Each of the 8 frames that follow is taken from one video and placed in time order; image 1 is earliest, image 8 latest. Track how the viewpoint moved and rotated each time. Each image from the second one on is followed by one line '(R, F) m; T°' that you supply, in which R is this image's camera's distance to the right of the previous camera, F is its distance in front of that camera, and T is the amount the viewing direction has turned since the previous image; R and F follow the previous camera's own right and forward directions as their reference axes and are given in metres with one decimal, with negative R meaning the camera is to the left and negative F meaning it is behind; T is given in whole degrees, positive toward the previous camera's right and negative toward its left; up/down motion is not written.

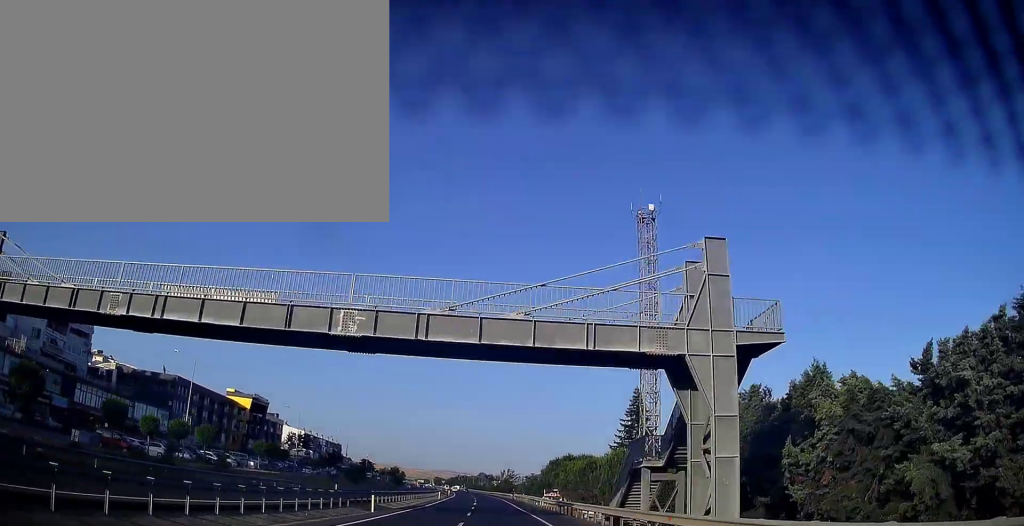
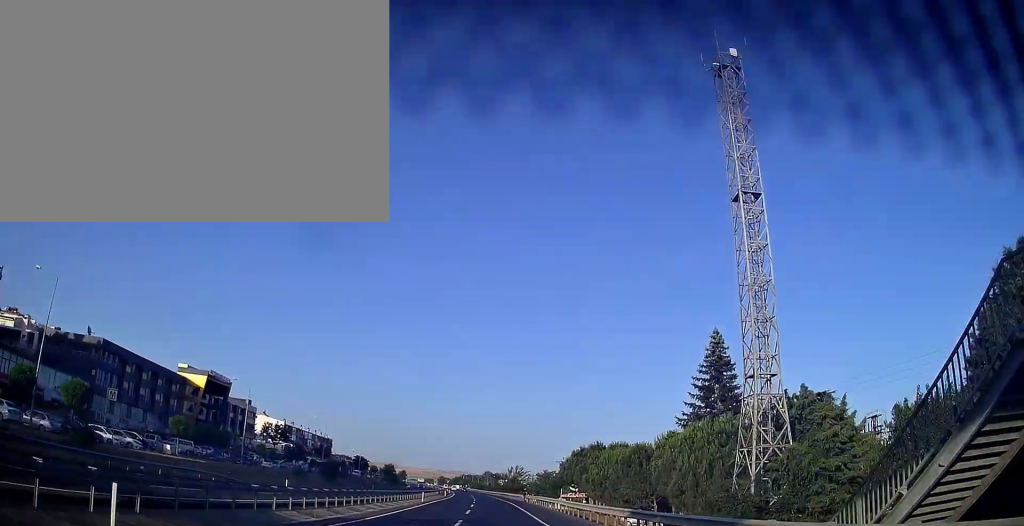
(0.0, +22.6) m; 0°
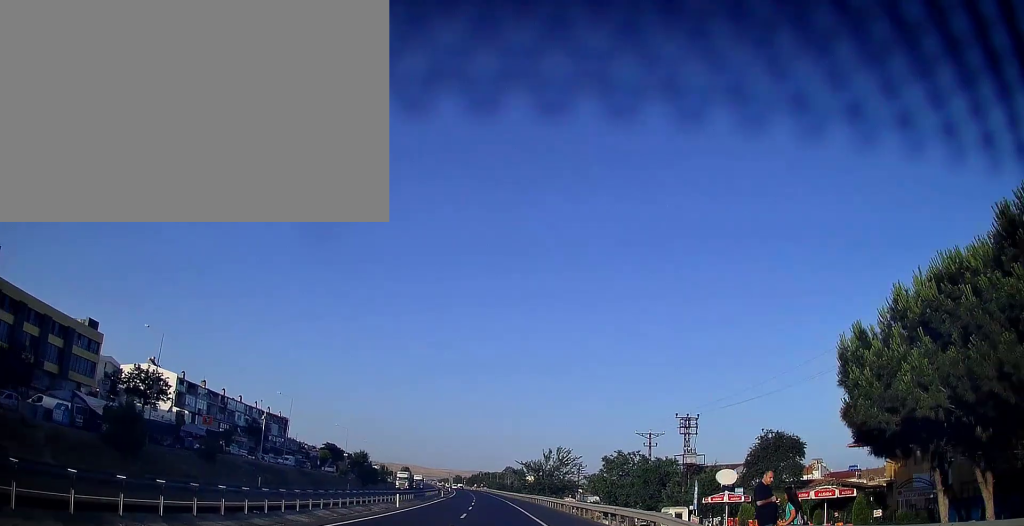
(-1.7, +65.0) m; -3°
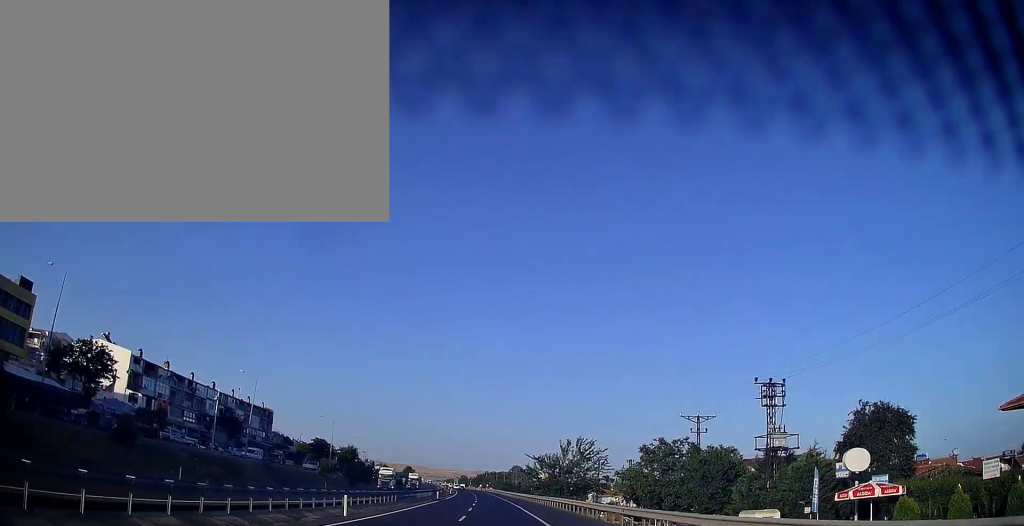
(+0.1, +16.7) m; 0°
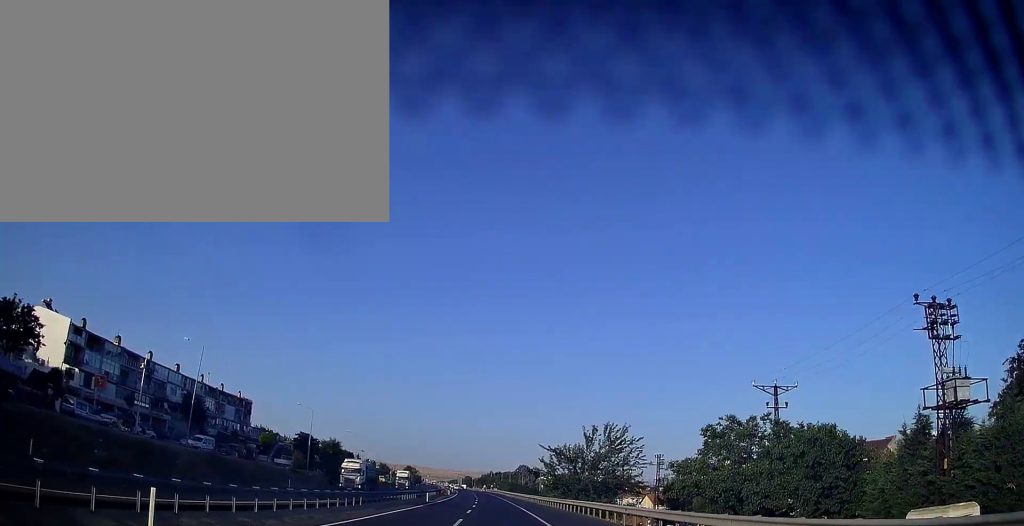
(+0.2, +15.7) m; 0°
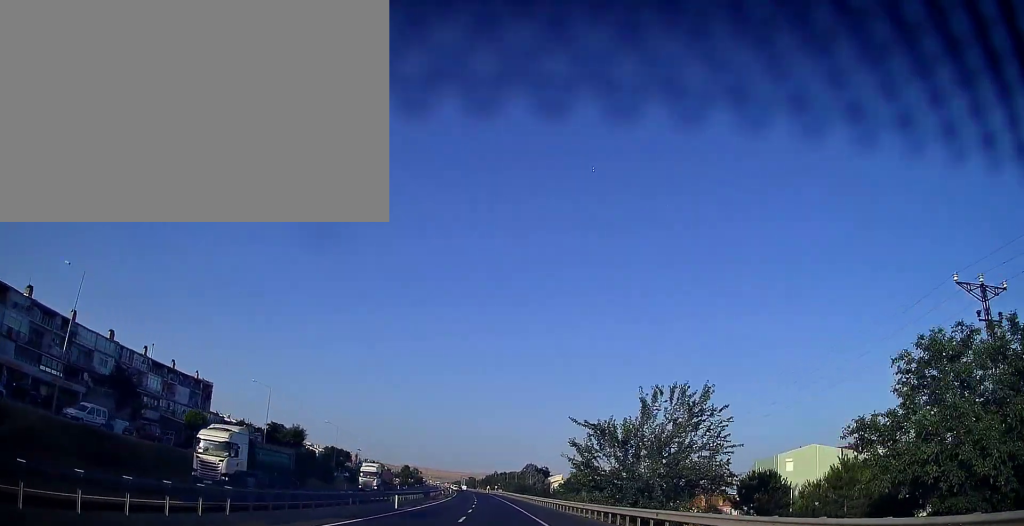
(-0.3, +19.6) m; -1°
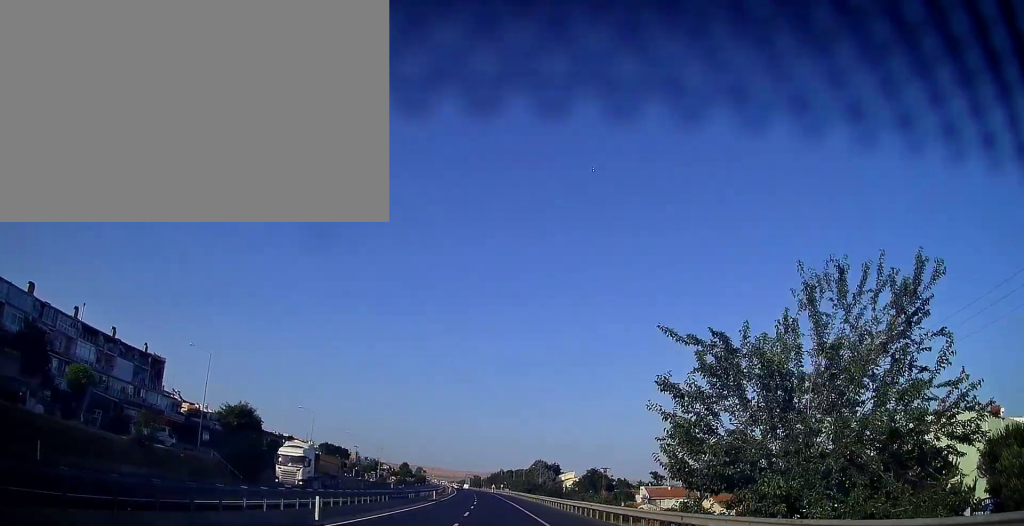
(-0.2, +18.6) m; -1°
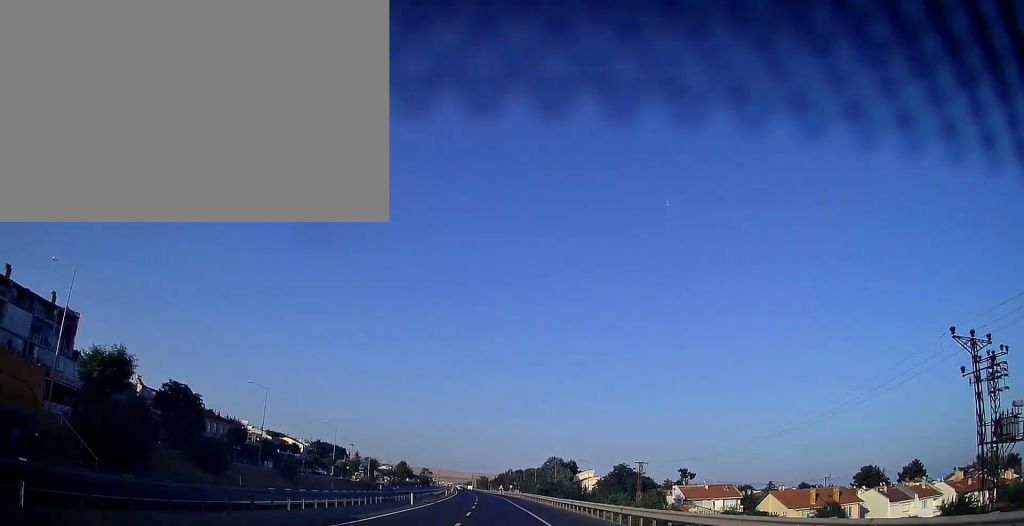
(-0.2, +23.5) m; -1°
